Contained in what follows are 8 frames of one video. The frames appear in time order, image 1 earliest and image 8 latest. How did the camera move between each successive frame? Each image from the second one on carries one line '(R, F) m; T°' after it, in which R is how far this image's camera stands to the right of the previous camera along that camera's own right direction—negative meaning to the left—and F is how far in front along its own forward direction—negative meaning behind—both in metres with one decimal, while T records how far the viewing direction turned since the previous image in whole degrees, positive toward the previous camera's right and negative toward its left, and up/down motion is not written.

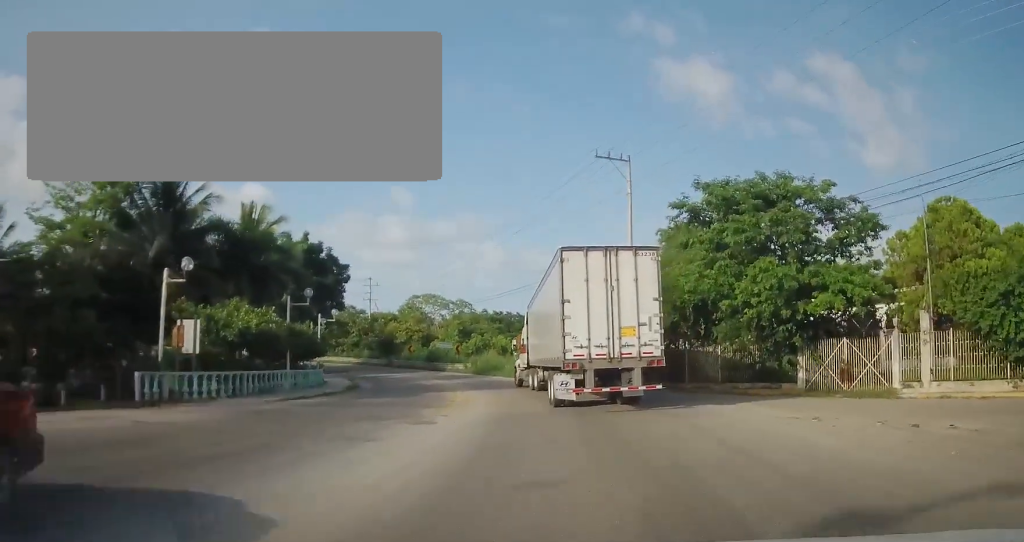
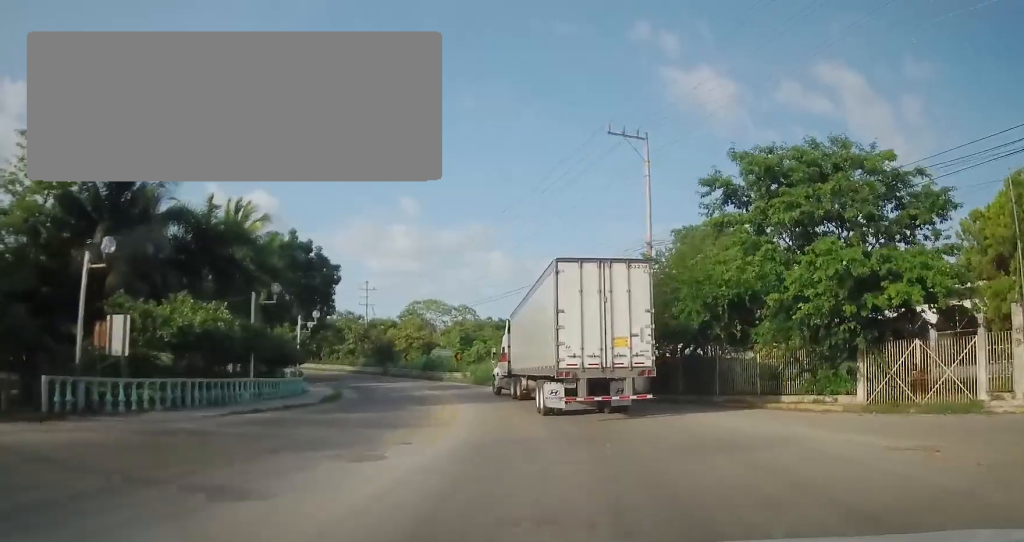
(+0.4, +4.4) m; +1°
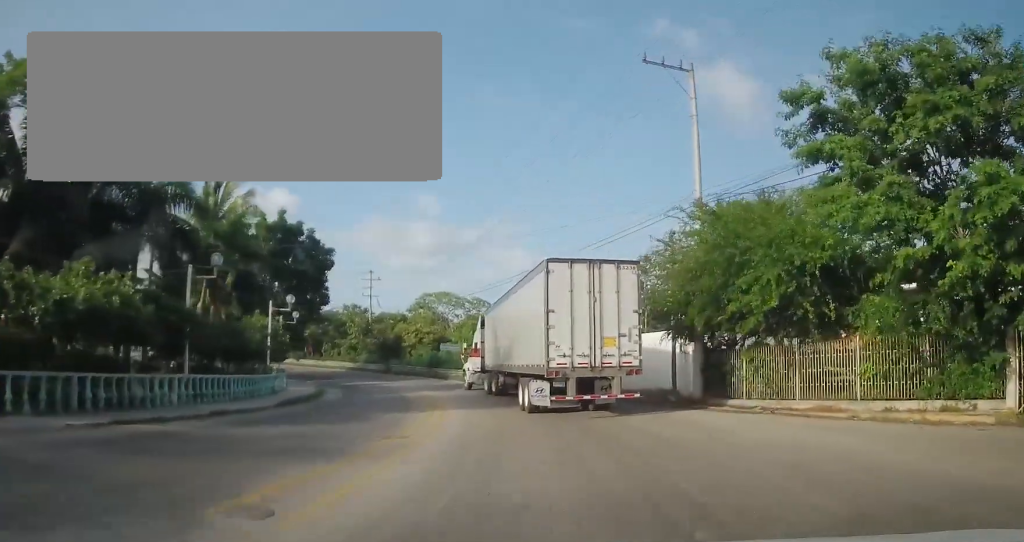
(-0.3, +6.4) m; -2°
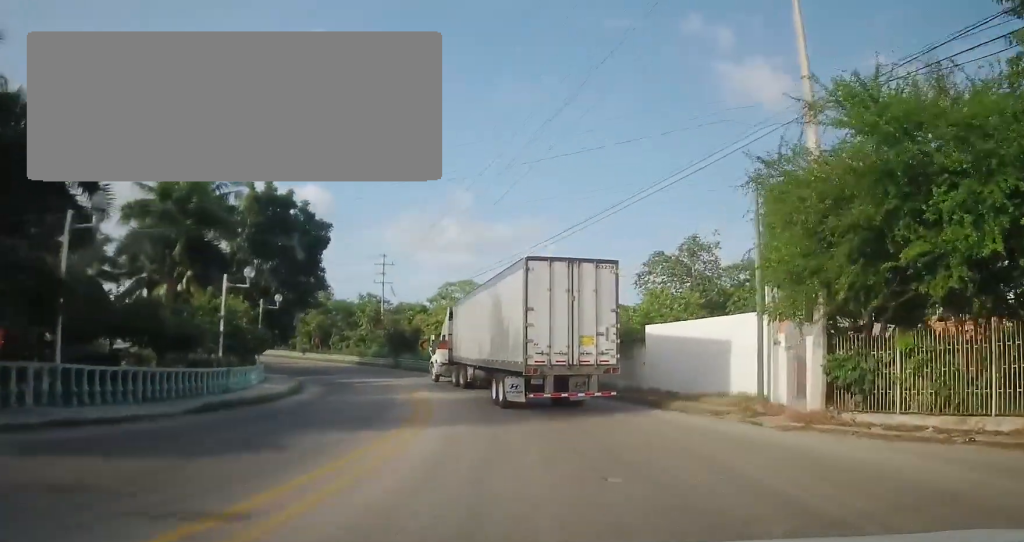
(-0.1, +7.6) m; -5°
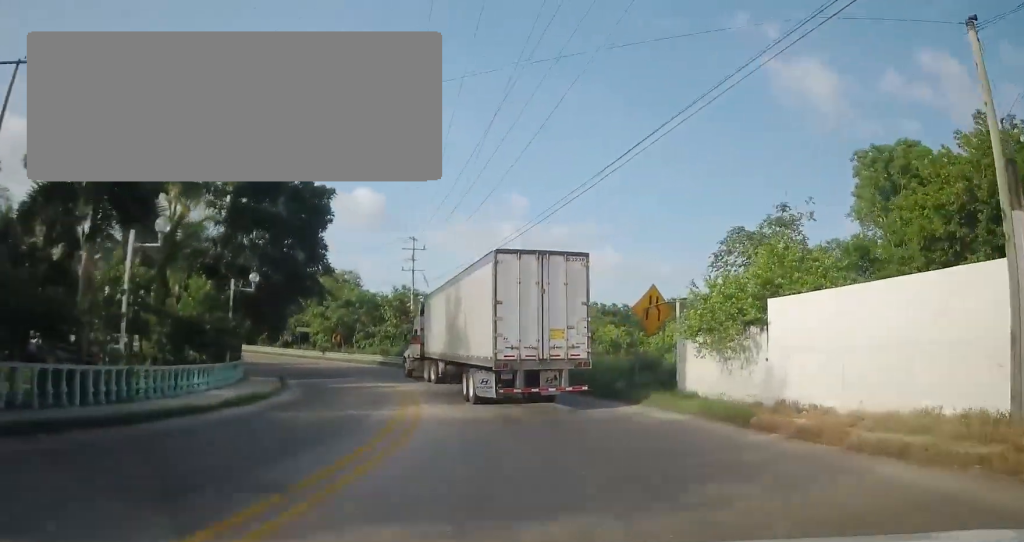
(-0.7, +9.2) m; -6°
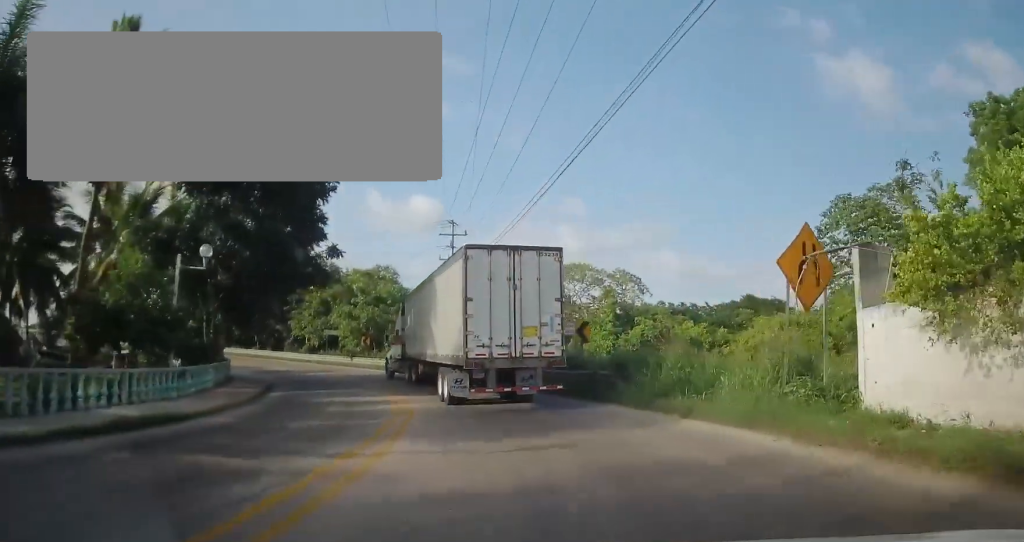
(-0.1, +8.6) m; -3°
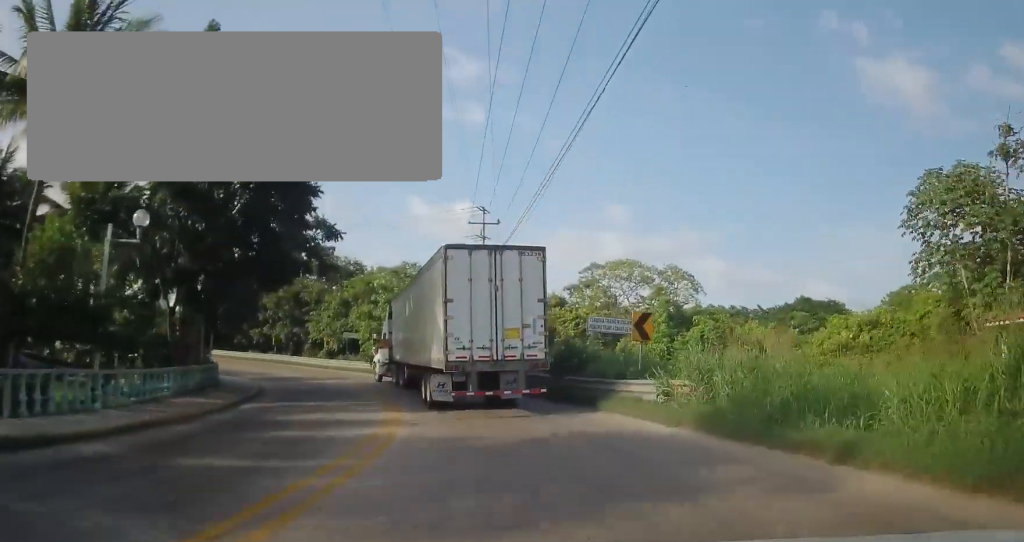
(-0.2, +5.6) m; -5°
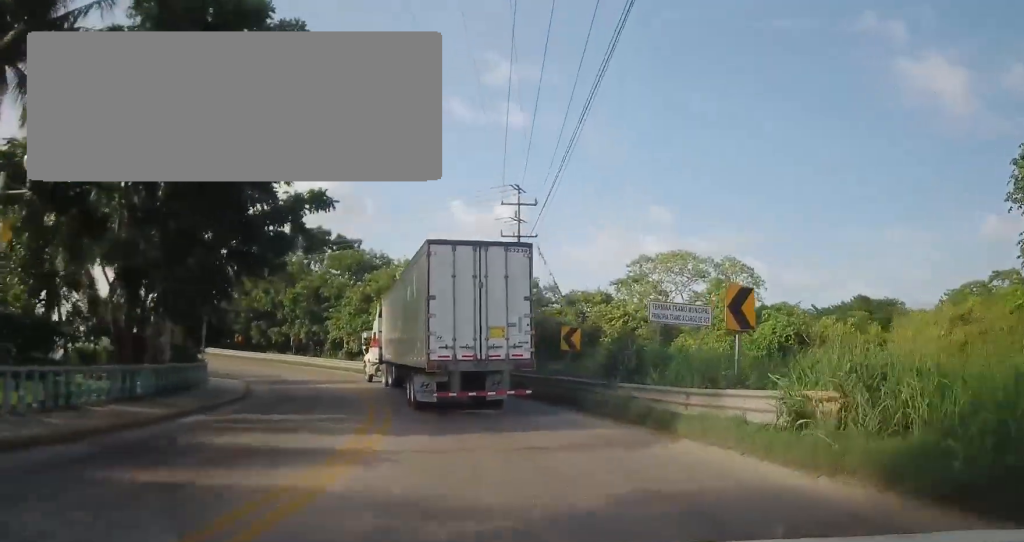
(-0.1, +5.4) m; -5°
